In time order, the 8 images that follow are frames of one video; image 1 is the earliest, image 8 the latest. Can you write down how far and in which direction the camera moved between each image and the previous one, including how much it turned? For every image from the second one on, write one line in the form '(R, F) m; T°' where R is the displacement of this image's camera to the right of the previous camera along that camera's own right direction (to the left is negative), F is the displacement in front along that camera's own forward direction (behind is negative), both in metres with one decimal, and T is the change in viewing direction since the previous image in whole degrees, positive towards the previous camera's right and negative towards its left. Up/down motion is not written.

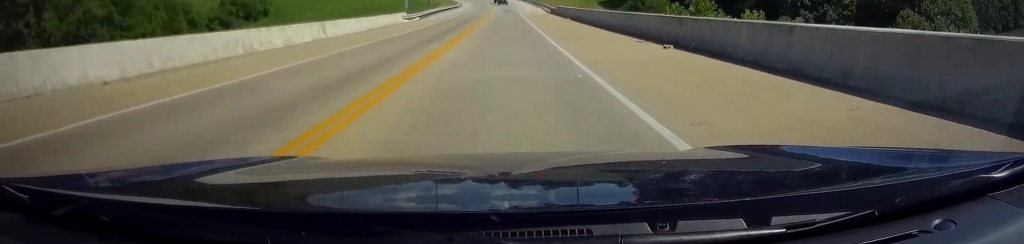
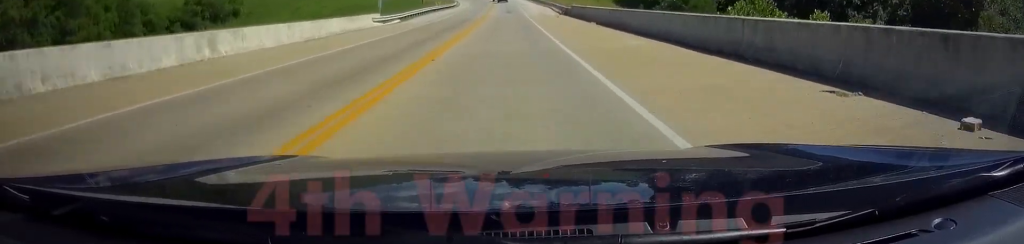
(0.0, +12.3) m; 0°
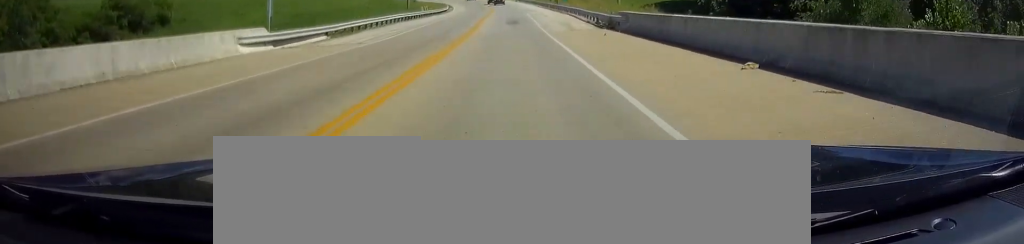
(-0.2, +22.8) m; 0°
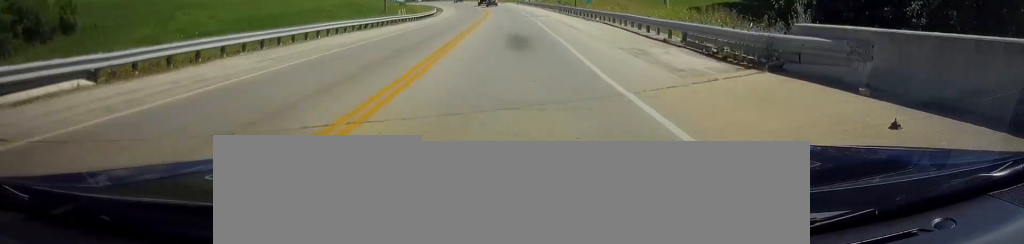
(0.0, +19.1) m; 0°
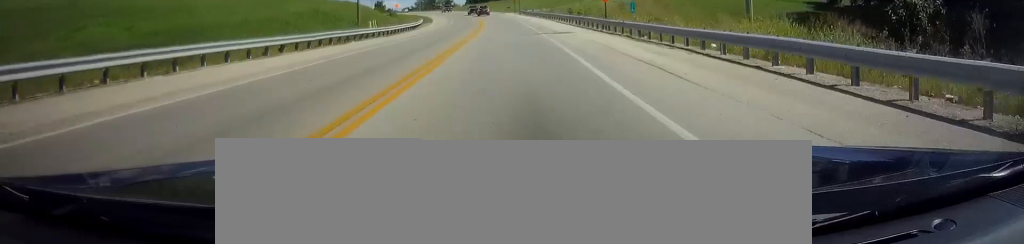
(0.0, +16.4) m; 0°
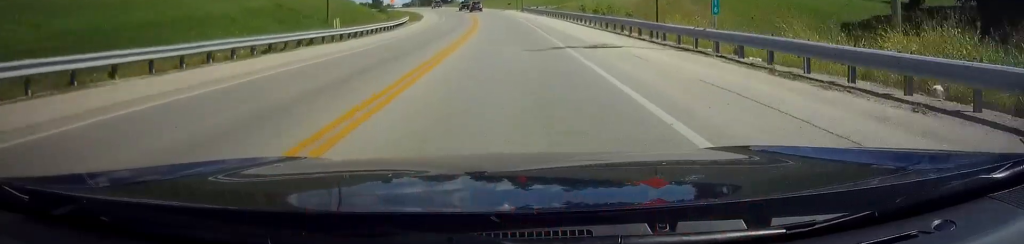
(0.0, +12.8) m; 0°
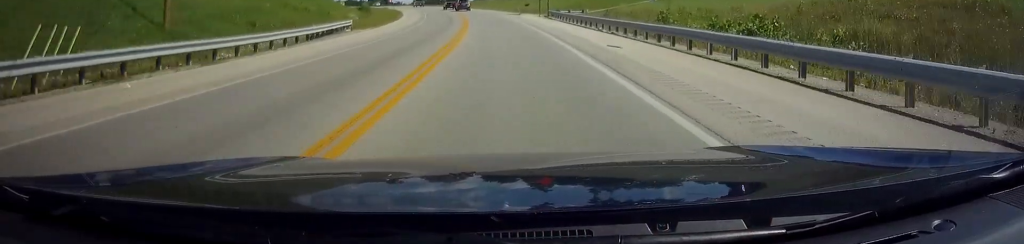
(-0.3, +32.9) m; -2°
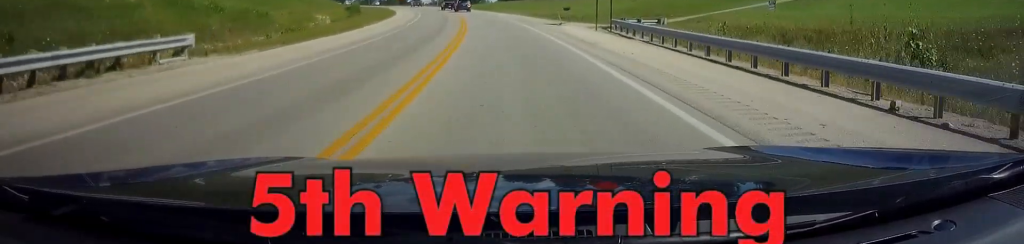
(-0.4, +24.7) m; -3°
